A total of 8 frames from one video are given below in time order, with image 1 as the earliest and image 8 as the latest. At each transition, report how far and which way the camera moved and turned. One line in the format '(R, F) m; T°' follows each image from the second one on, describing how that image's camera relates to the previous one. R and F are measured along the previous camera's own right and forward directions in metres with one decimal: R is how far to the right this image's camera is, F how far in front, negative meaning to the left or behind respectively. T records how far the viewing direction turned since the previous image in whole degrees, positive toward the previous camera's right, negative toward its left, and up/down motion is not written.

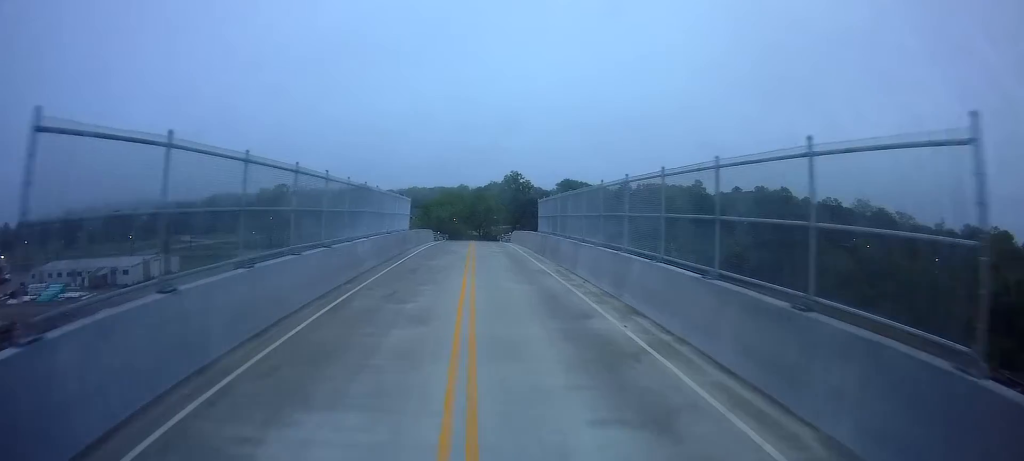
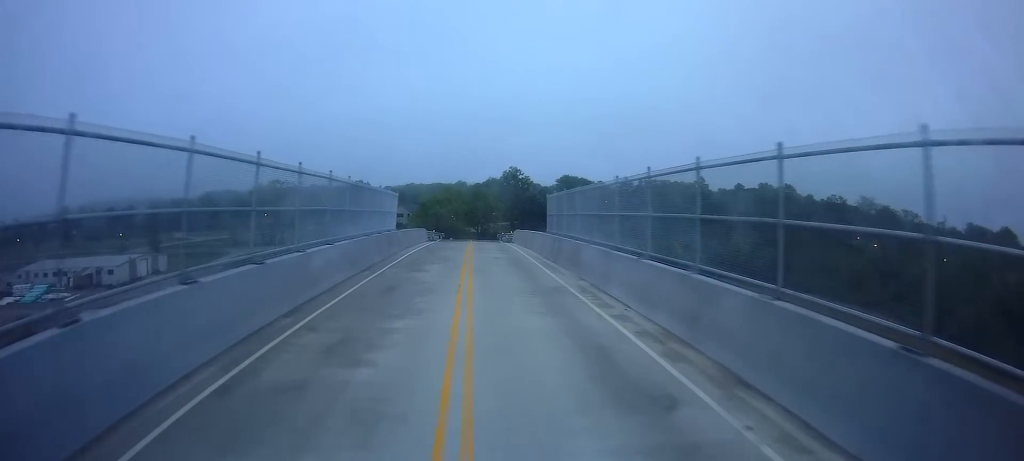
(+0.1, +5.1) m; +2°
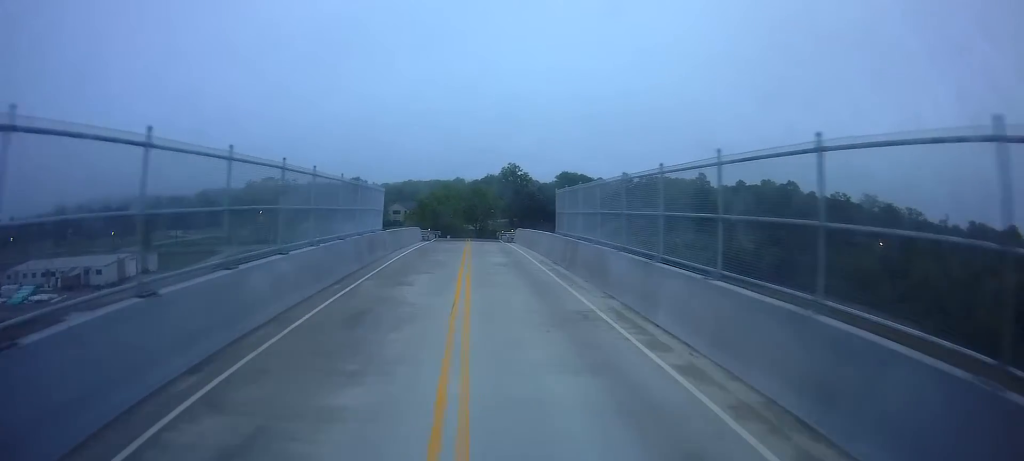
(+0.1, +4.1) m; +1°
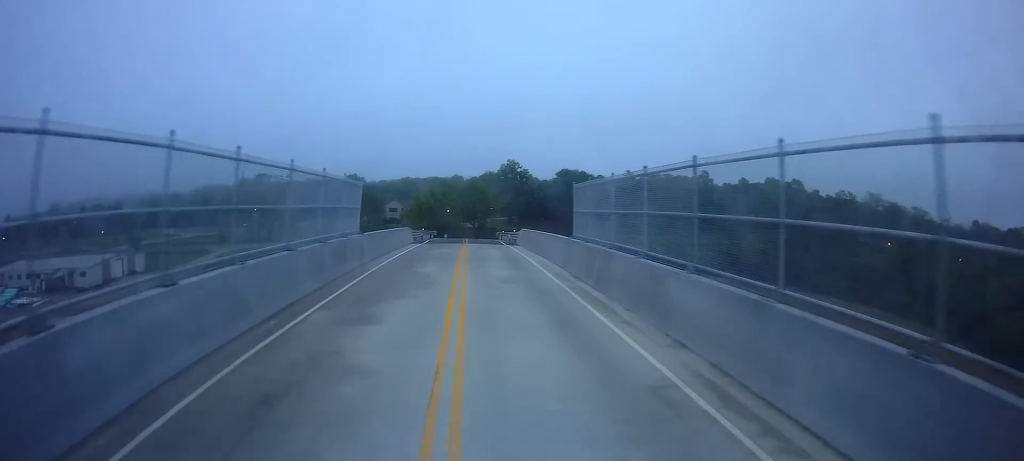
(0.0, +5.1) m; +1°
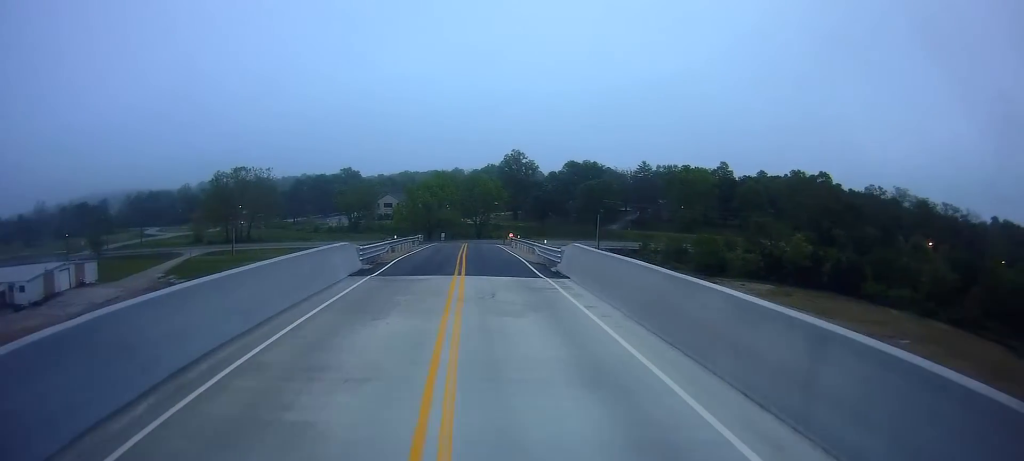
(-0.3, +19.7) m; -1°
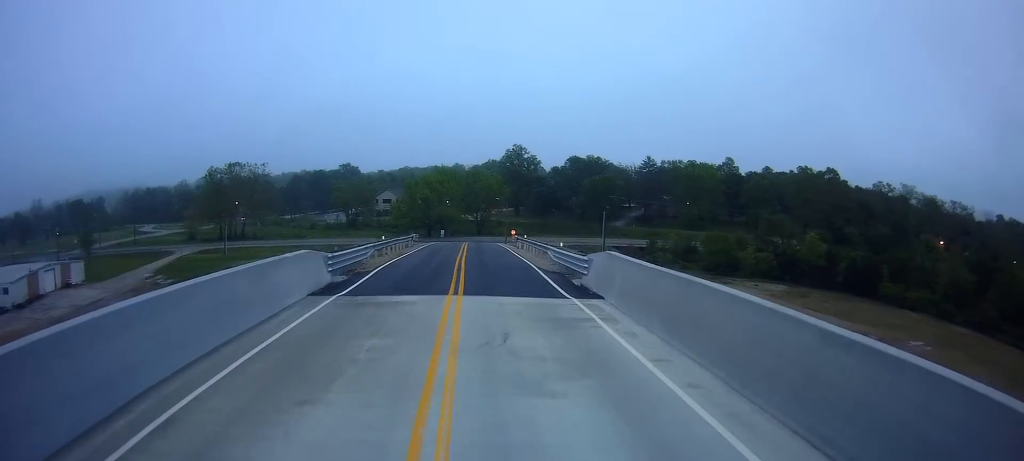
(+0.1, +4.9) m; +1°
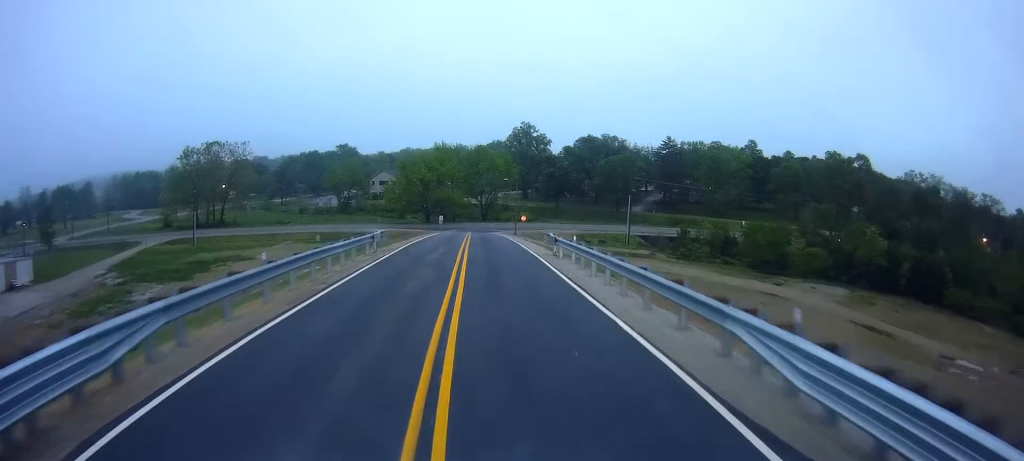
(+0.3, +17.5) m; -2°
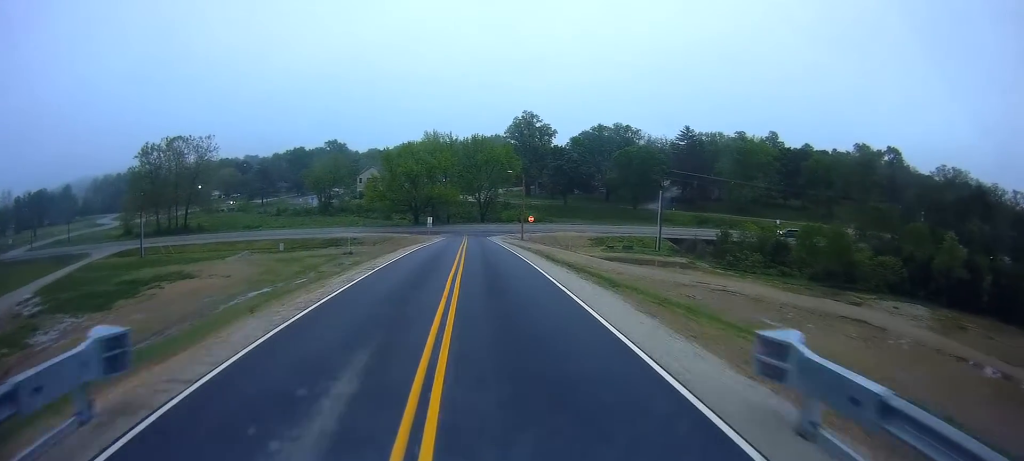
(-0.5, +20.0) m; +1°
